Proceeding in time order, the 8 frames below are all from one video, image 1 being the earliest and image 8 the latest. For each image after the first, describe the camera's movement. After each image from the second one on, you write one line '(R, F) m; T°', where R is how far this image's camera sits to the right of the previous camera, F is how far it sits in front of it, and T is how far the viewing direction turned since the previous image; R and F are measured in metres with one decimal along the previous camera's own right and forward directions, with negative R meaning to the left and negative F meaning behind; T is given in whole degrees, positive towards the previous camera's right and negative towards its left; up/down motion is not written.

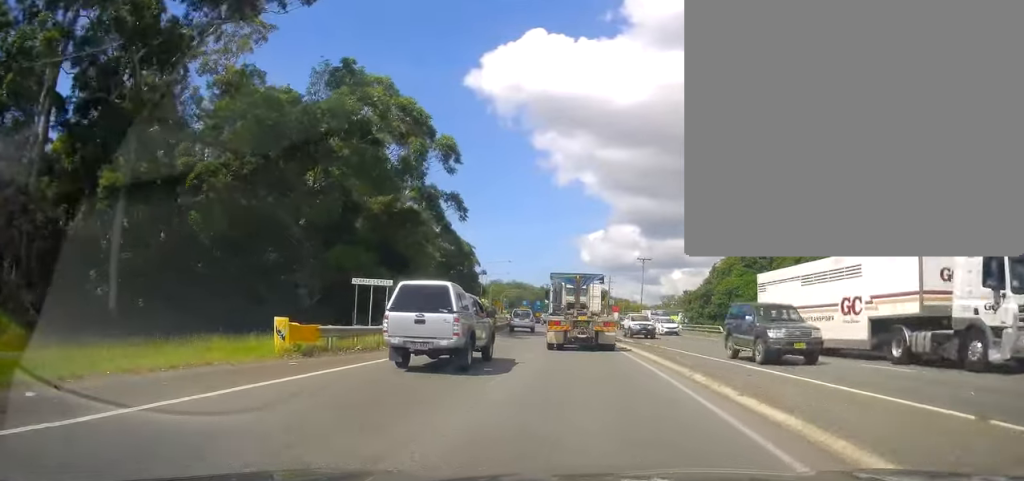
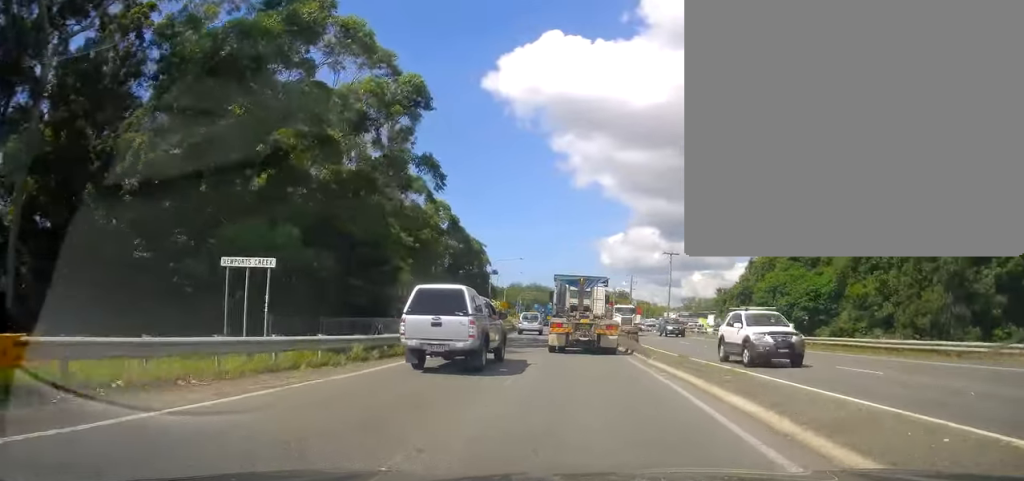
(0.0, +10.8) m; -3°
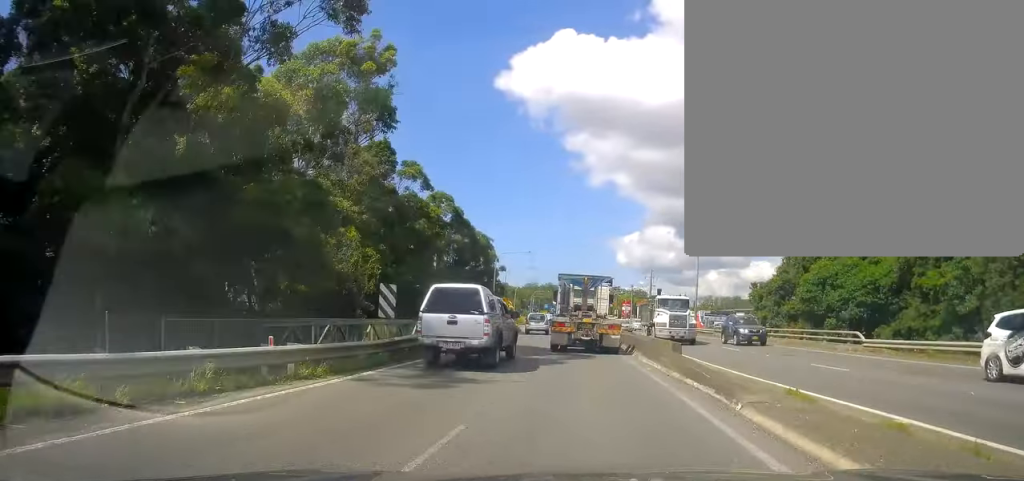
(-0.5, +9.8) m; -1°
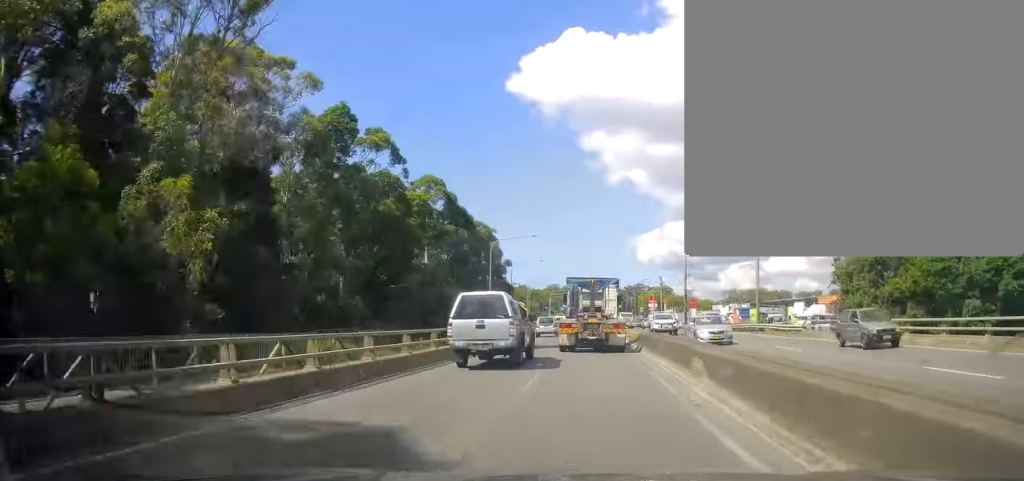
(+0.5, +19.1) m; +1°
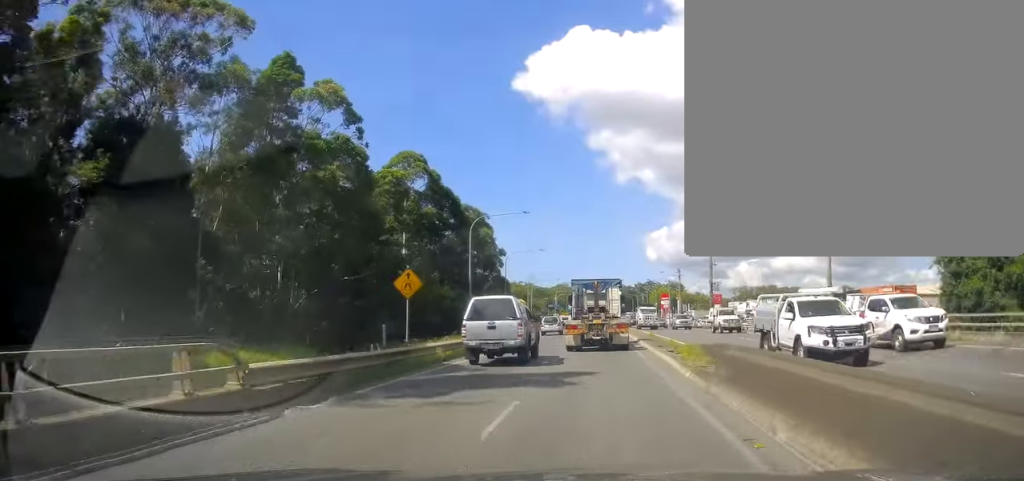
(-0.6, +14.8) m; -2°
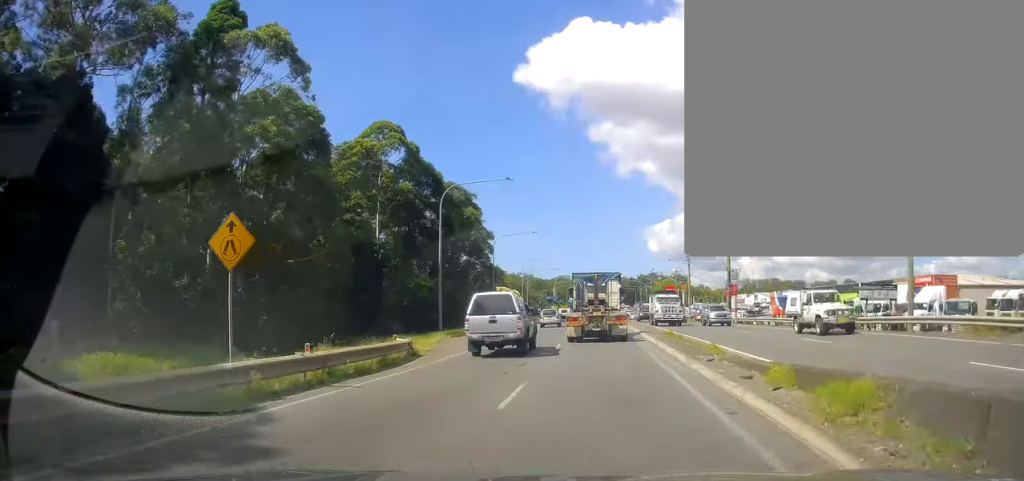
(+0.1, +10.3) m; -2°
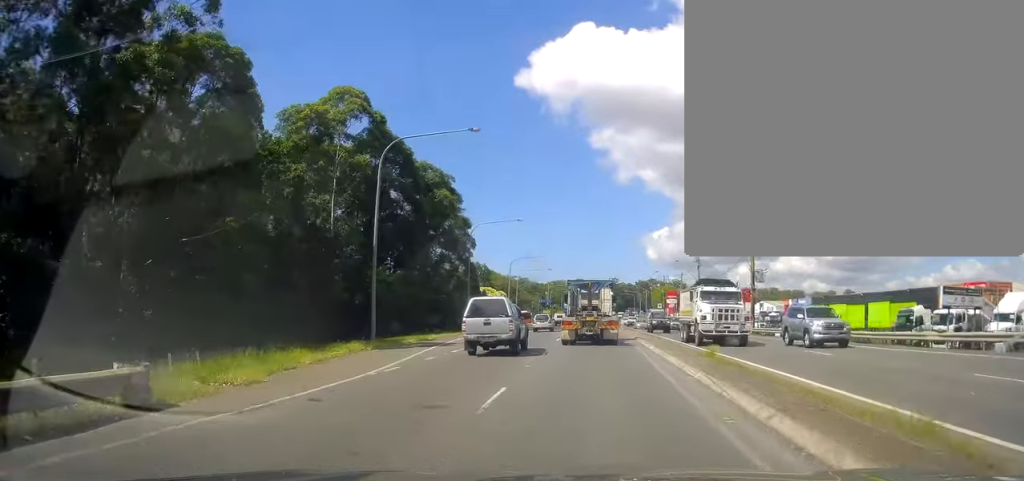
(-0.4, +12.0) m; -5°
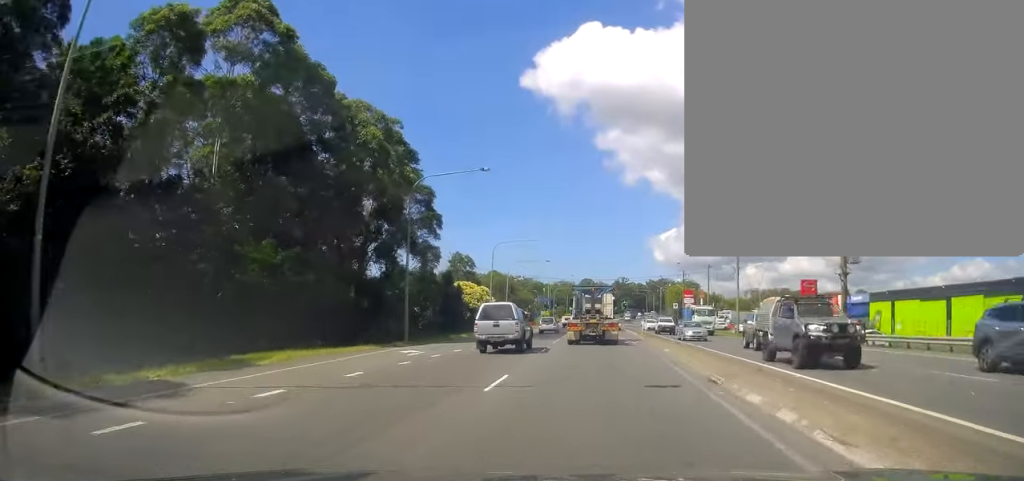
(+0.5, +20.8) m; +5°
